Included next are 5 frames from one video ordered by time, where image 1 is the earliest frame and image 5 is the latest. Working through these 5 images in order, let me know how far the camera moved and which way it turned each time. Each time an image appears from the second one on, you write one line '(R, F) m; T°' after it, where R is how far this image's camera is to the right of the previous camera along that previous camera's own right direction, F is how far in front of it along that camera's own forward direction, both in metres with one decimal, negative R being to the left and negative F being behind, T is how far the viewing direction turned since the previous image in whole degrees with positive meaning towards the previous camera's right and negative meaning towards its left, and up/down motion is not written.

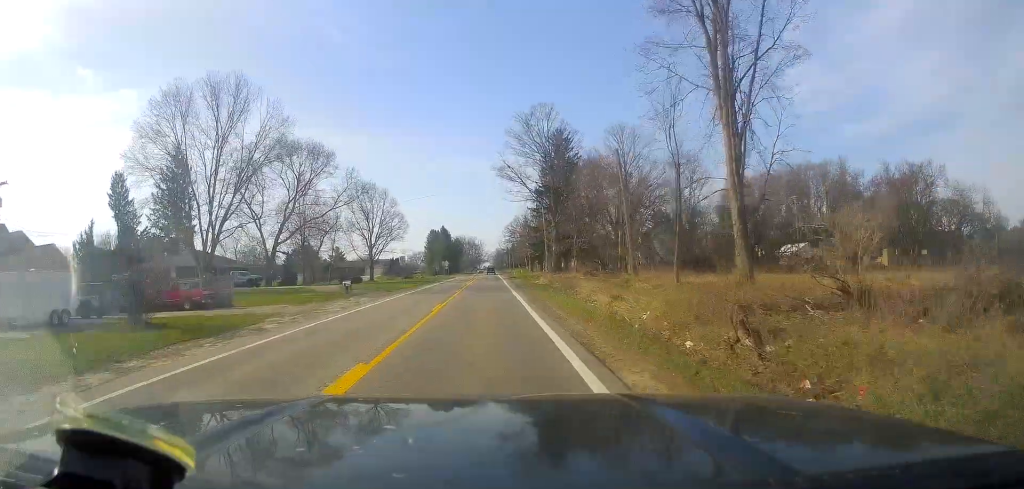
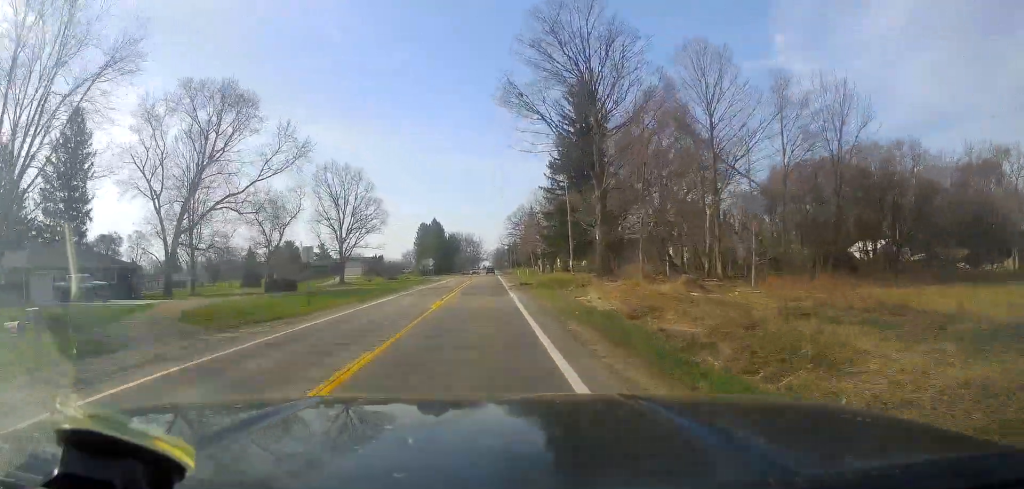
(0.0, +29.0) m; -1°
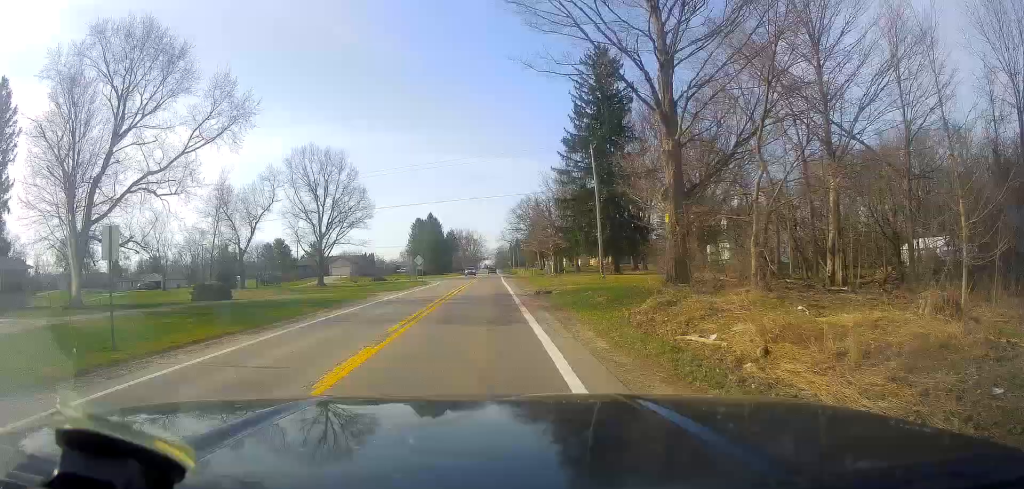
(+0.1, +15.6) m; -1°
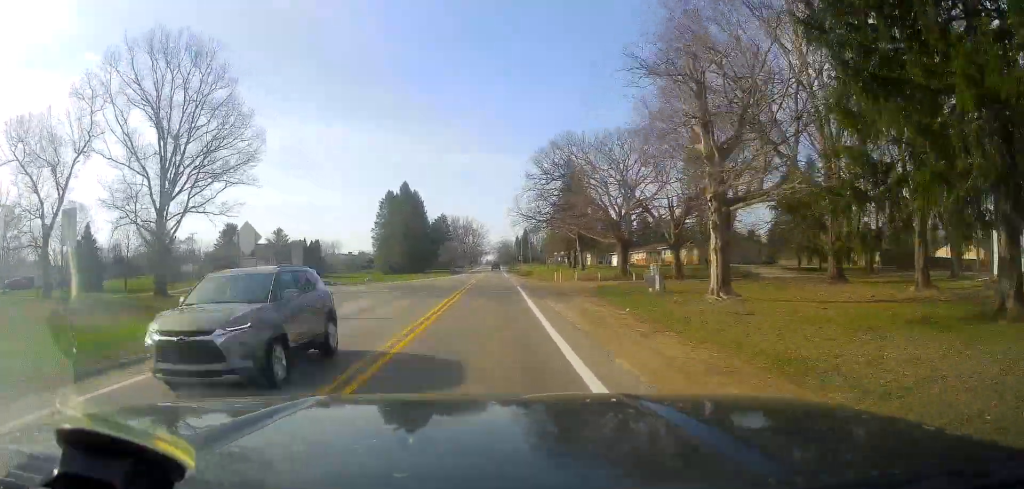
(-0.2, +53.1) m; 0°
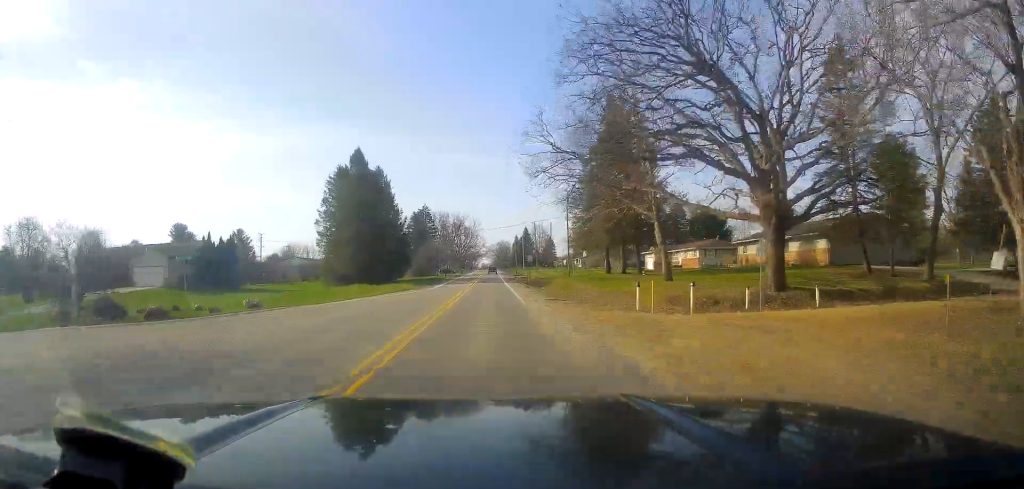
(+0.1, +35.1) m; +2°
